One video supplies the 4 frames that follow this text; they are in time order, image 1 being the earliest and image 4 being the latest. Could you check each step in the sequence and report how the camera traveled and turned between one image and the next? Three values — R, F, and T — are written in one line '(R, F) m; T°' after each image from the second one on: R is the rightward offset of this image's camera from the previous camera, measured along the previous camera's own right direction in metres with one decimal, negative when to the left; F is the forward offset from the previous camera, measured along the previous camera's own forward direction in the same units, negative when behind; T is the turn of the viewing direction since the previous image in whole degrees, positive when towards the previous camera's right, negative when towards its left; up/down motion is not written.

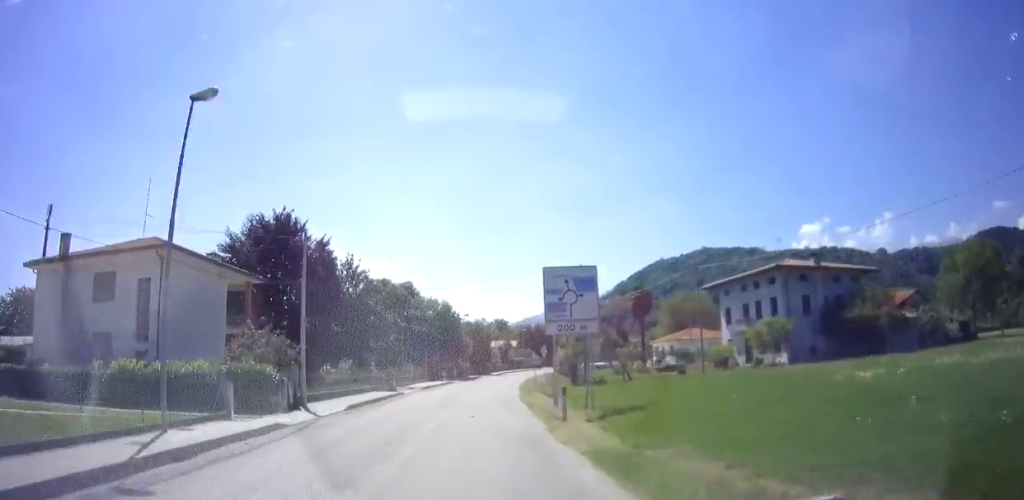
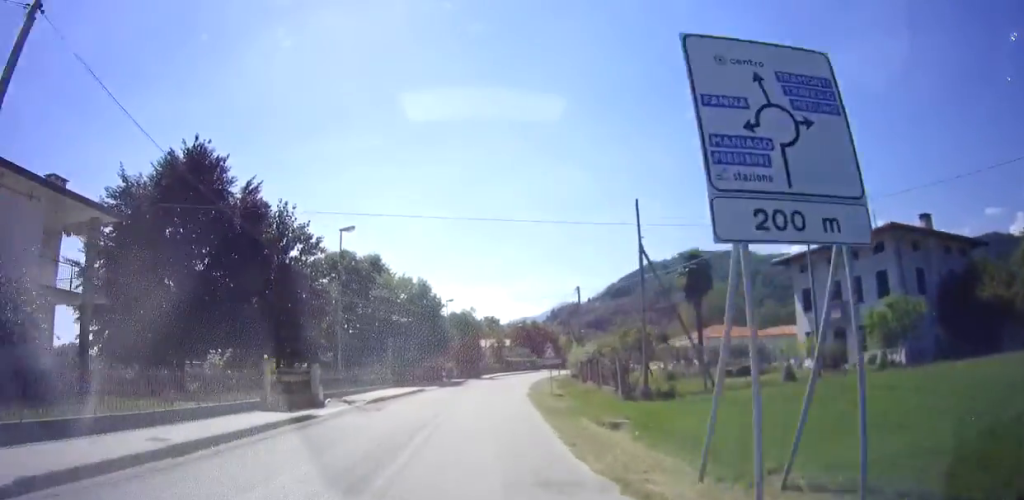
(0.0, +14.9) m; 0°
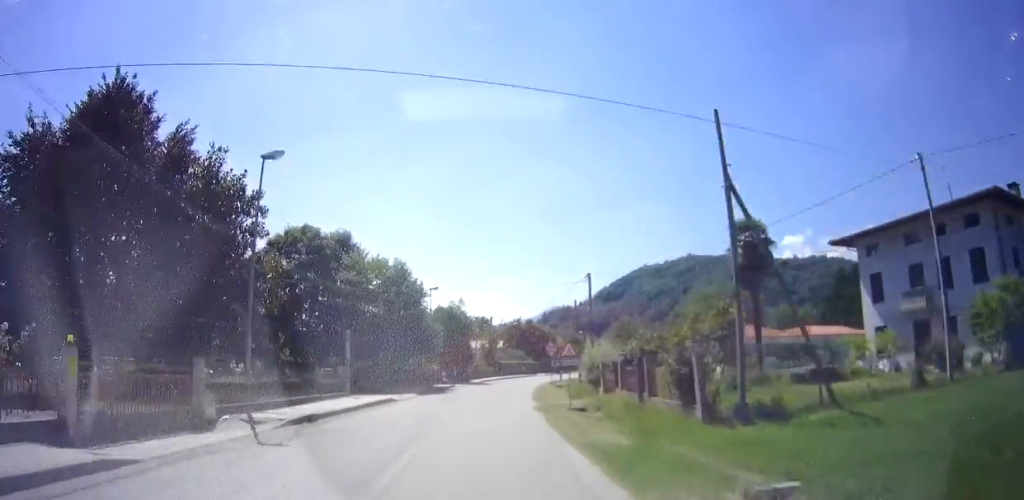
(0.0, +8.5) m; +1°
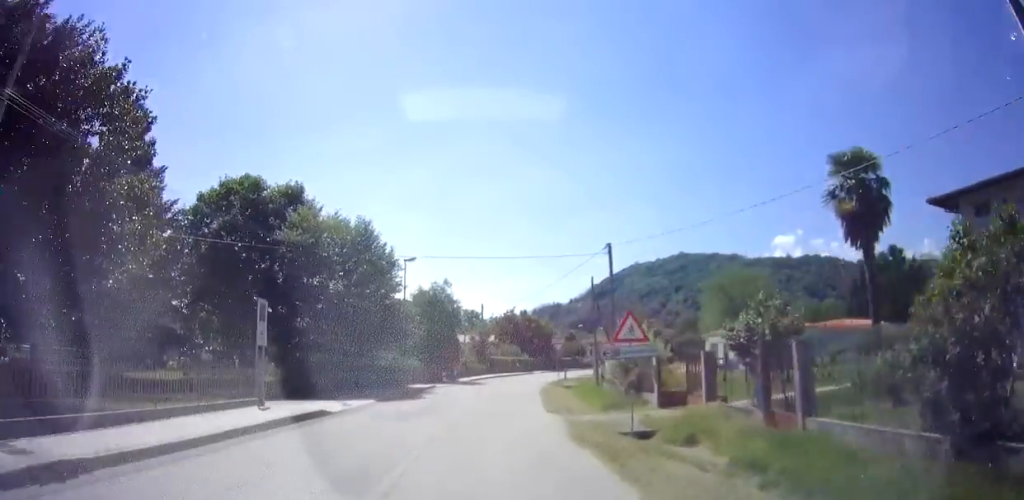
(-0.2, +9.3) m; +3°
